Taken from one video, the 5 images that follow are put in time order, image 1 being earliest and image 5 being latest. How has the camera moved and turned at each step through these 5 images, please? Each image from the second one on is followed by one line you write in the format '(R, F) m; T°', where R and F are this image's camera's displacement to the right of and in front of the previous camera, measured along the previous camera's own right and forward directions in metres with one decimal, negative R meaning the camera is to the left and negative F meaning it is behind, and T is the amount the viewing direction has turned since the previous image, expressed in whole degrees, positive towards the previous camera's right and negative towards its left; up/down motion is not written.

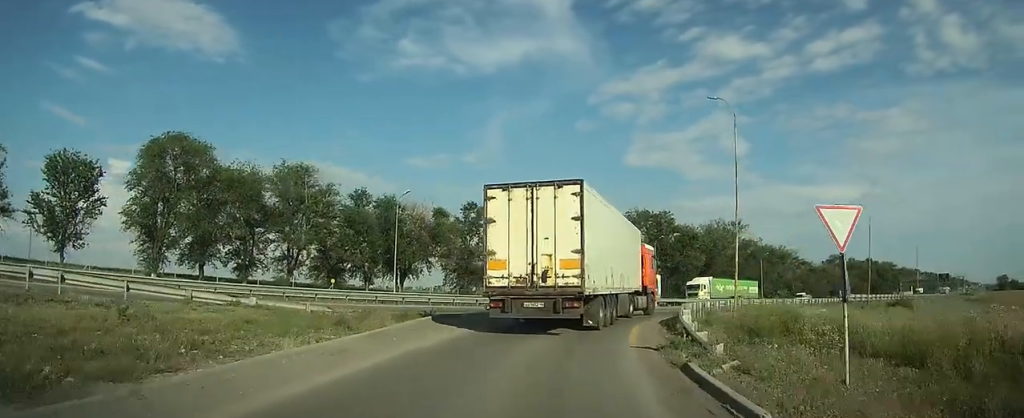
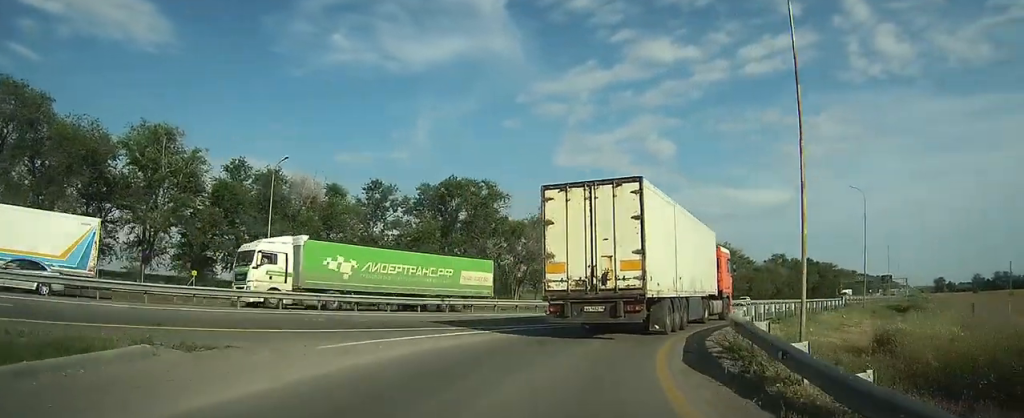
(+0.5, +13.5) m; +5°
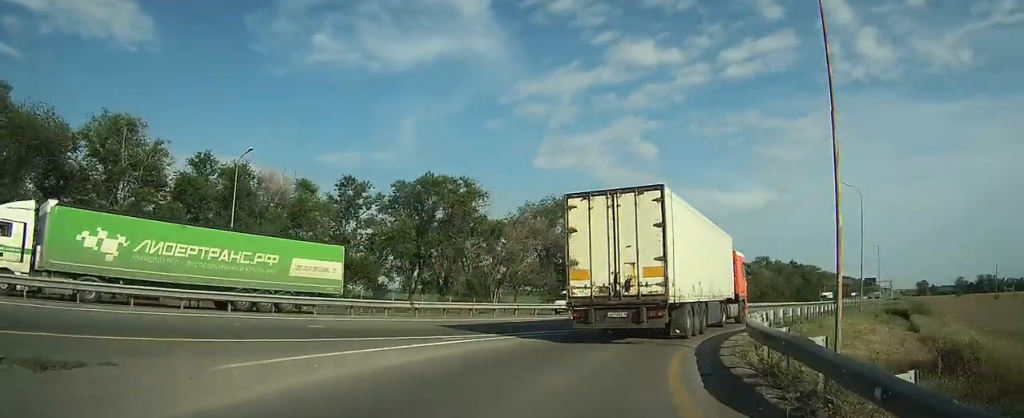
(+0.1, +3.1) m; +2°
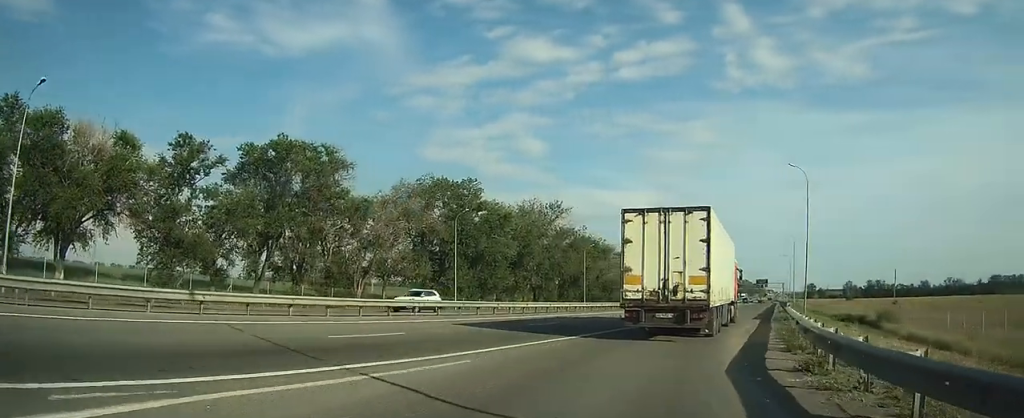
(+0.9, +11.5) m; +12°
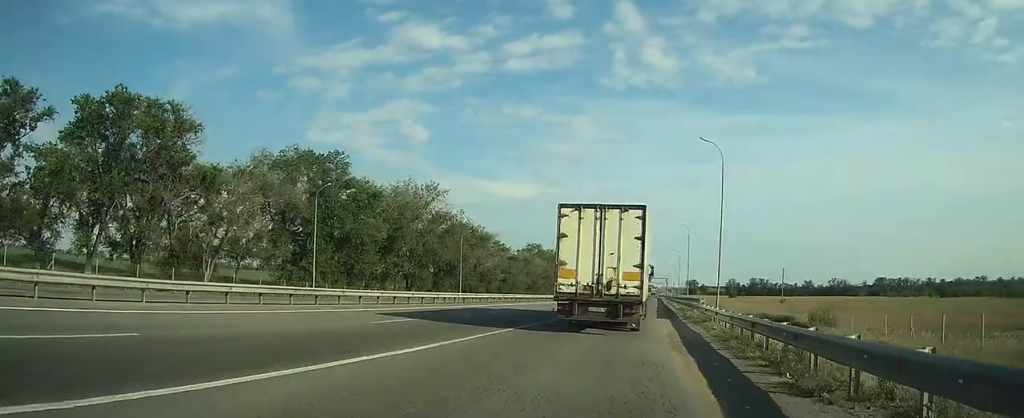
(+0.5, +6.4) m; +9°
